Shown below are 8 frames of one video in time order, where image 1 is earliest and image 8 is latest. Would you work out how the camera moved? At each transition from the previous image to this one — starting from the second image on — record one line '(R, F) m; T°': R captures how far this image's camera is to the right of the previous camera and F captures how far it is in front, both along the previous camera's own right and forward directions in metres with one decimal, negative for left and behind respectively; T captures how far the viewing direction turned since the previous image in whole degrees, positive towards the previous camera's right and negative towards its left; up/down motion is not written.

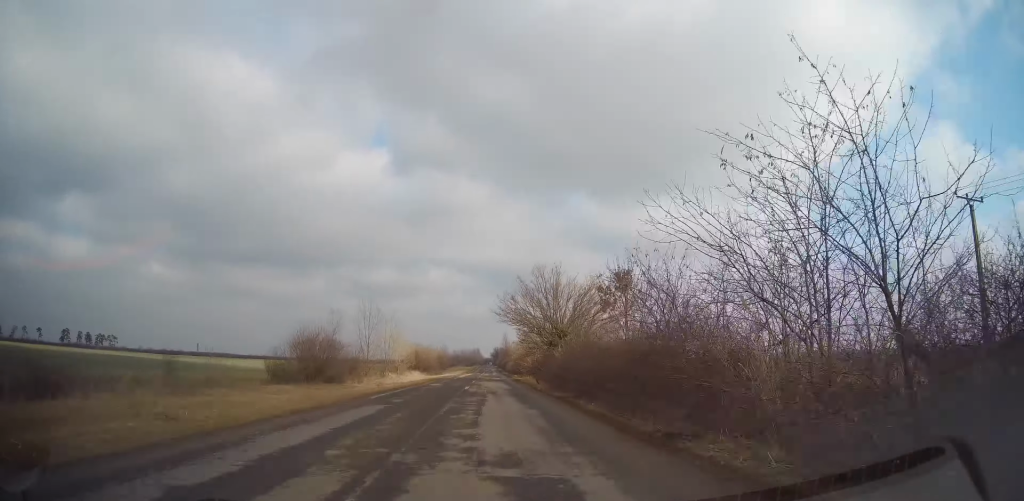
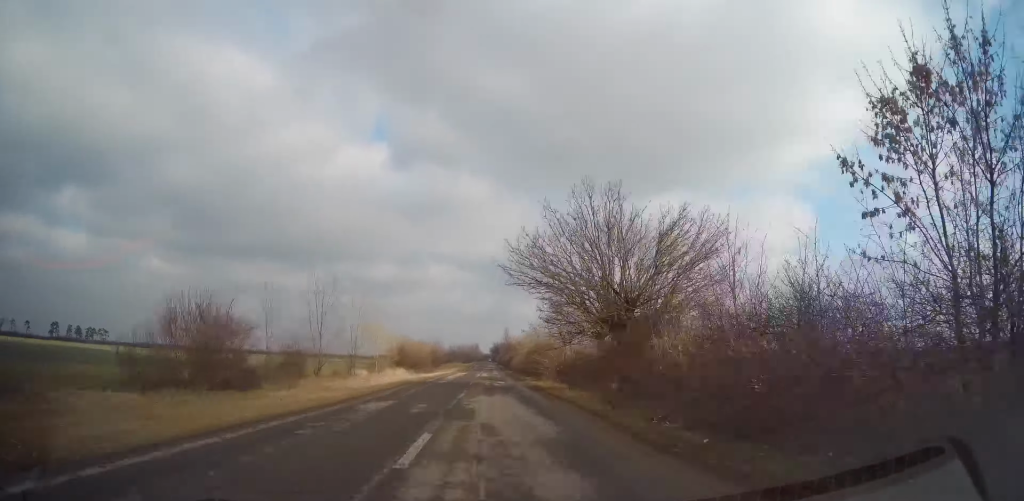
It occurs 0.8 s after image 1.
(0.0, +19.2) m; +1°
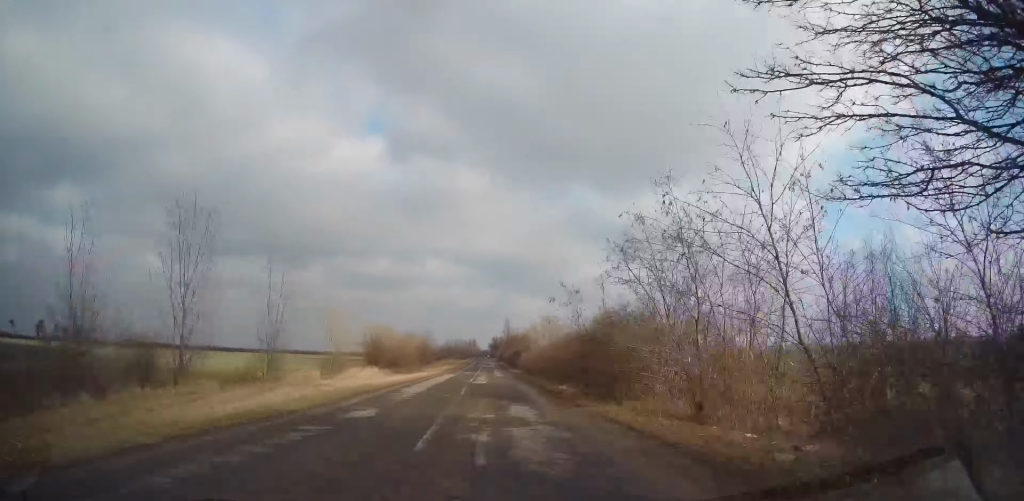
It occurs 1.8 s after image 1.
(+0.5, +22.5) m; 0°
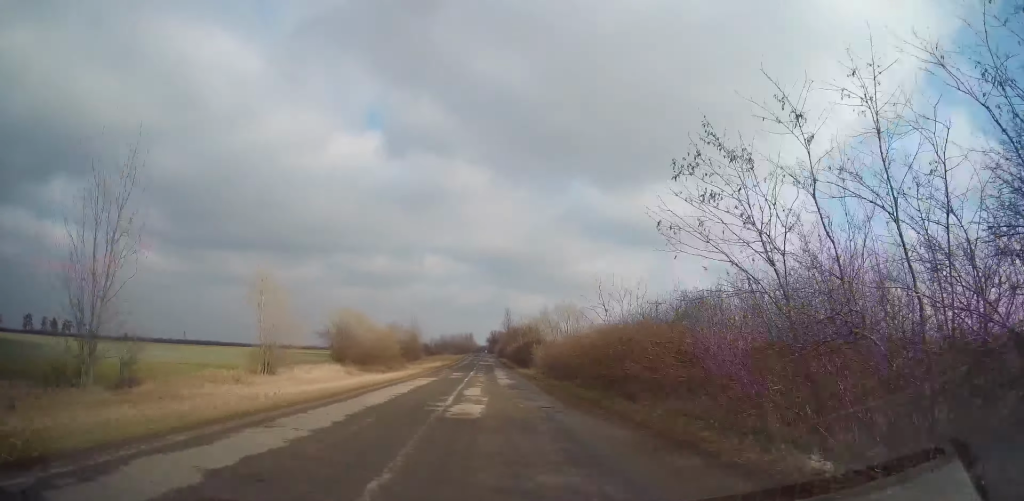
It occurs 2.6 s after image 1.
(-0.4, +17.9) m; -1°
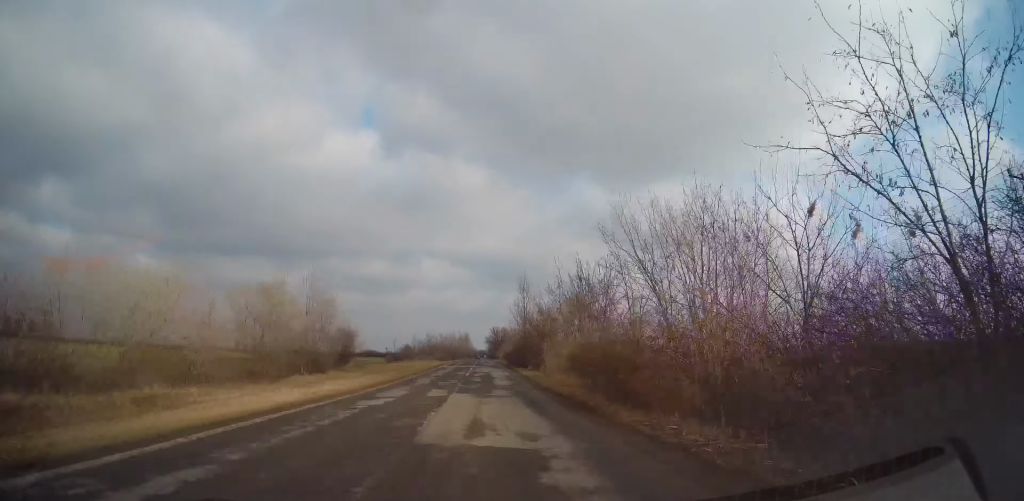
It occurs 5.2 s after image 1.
(+1.0, +61.9) m; +1°
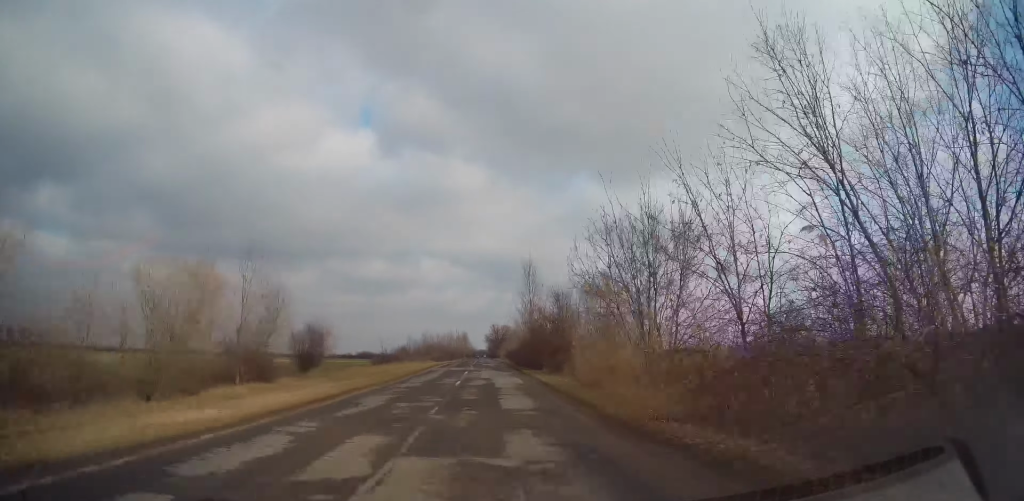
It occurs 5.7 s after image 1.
(-0.1, +11.8) m; -1°
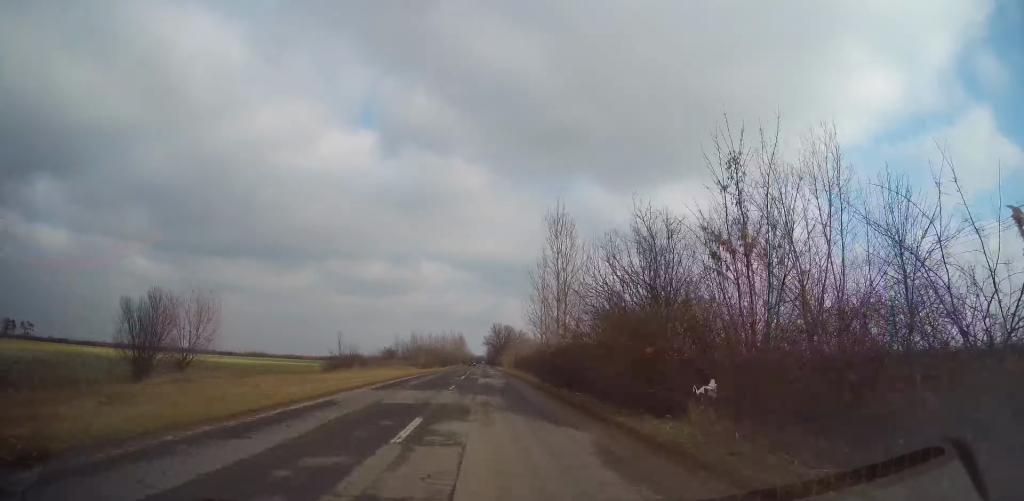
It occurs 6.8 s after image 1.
(+0.1, +25.8) m; +1°
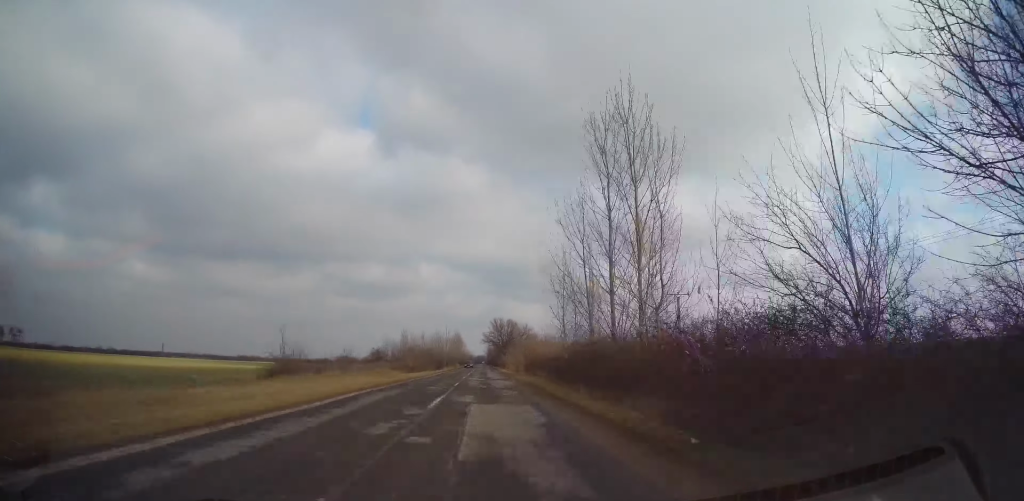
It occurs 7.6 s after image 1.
(+0.4, +17.9) m; 0°
